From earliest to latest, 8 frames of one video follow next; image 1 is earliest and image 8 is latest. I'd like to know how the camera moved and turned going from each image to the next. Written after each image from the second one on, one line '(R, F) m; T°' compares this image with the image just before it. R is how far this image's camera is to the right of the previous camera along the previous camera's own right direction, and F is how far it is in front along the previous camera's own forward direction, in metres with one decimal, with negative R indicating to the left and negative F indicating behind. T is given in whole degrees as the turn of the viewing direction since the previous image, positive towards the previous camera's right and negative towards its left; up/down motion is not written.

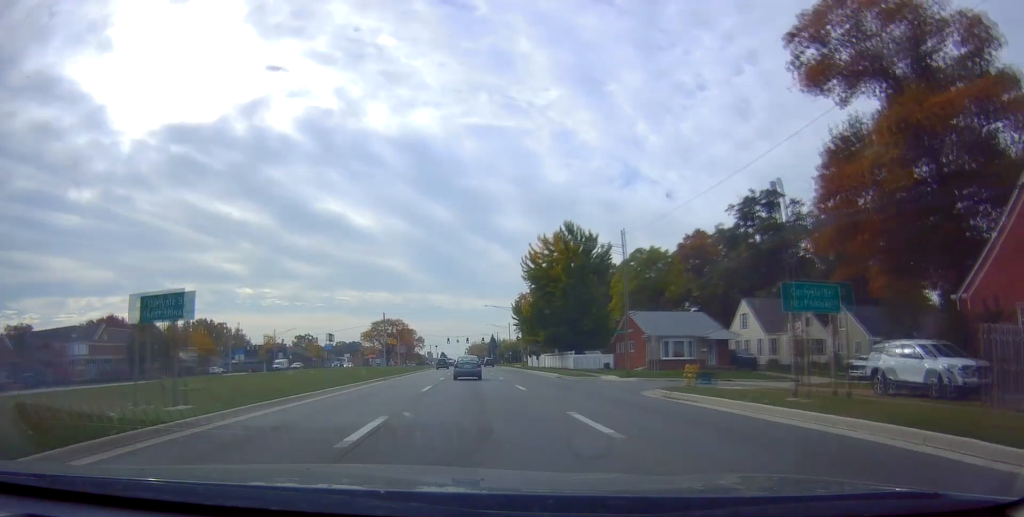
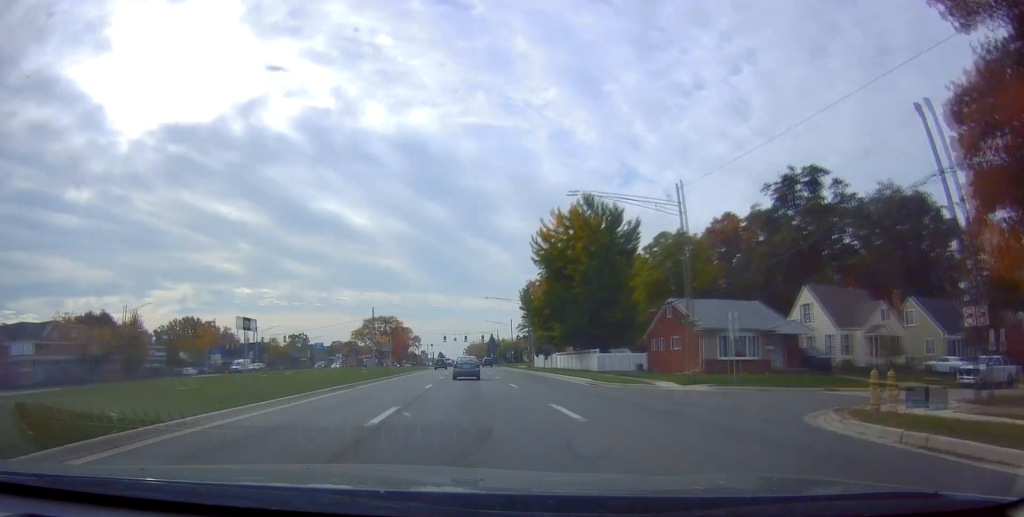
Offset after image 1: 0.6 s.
(-0.3, +12.1) m; 0°
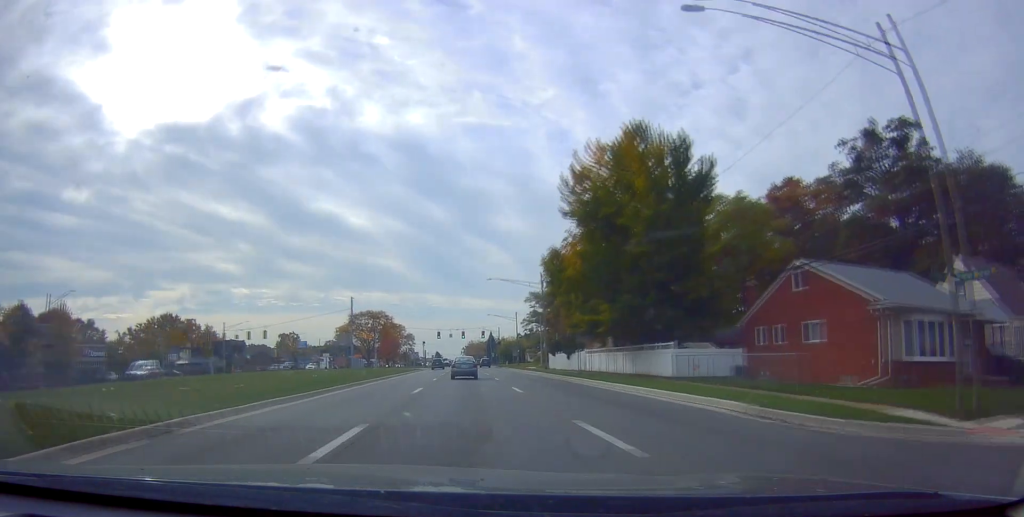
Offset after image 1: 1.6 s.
(+0.7, +18.7) m; +2°
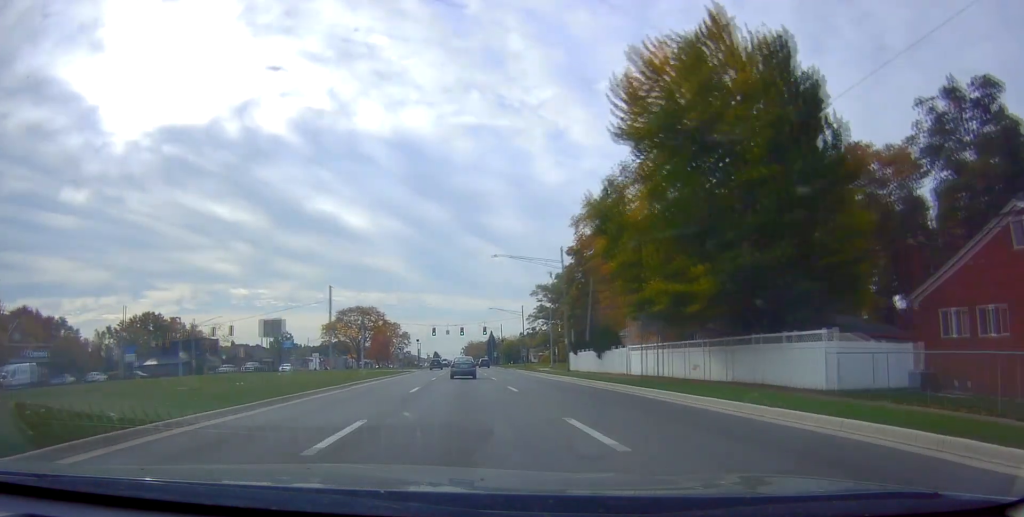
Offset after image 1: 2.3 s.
(0.0, +14.4) m; -1°
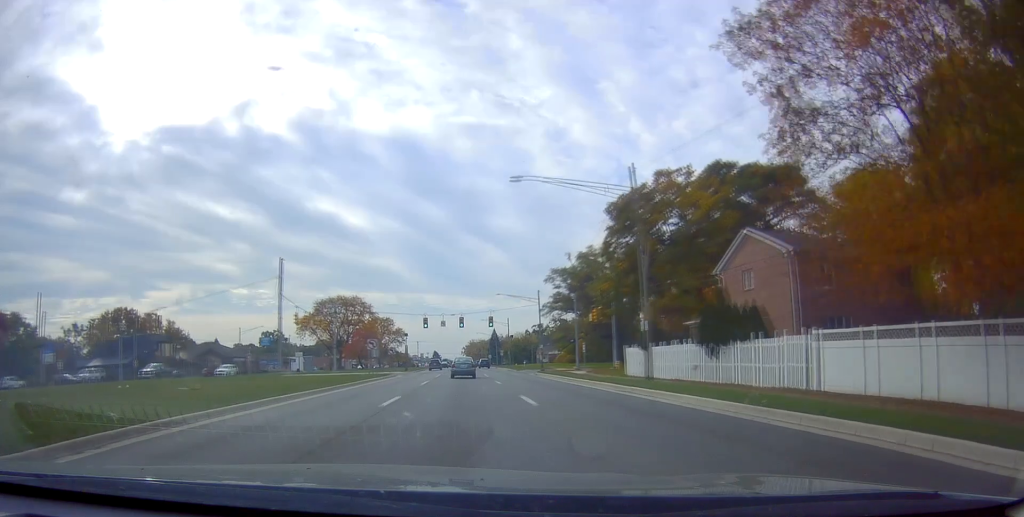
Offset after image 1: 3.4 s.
(-0.4, +21.9) m; 0°
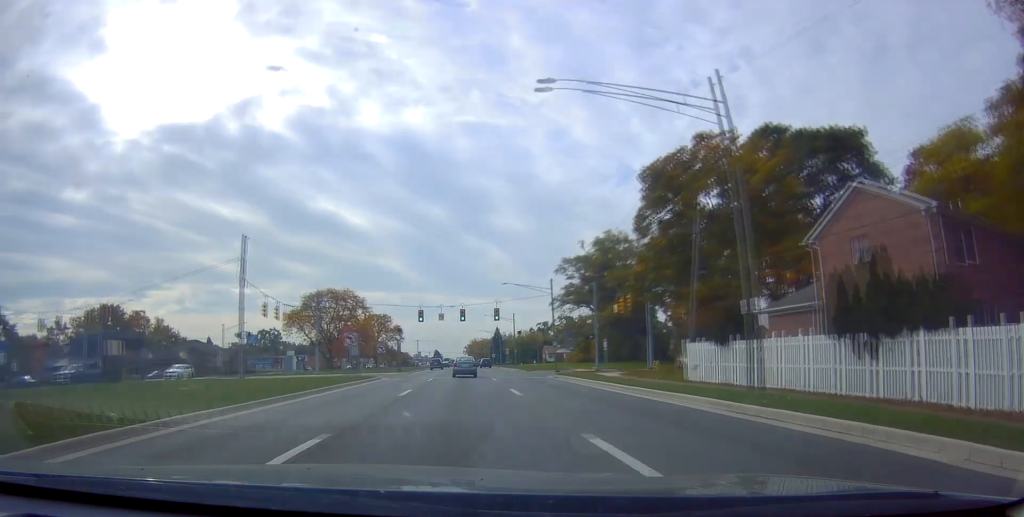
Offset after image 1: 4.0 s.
(+0.2, +10.6) m; -1°
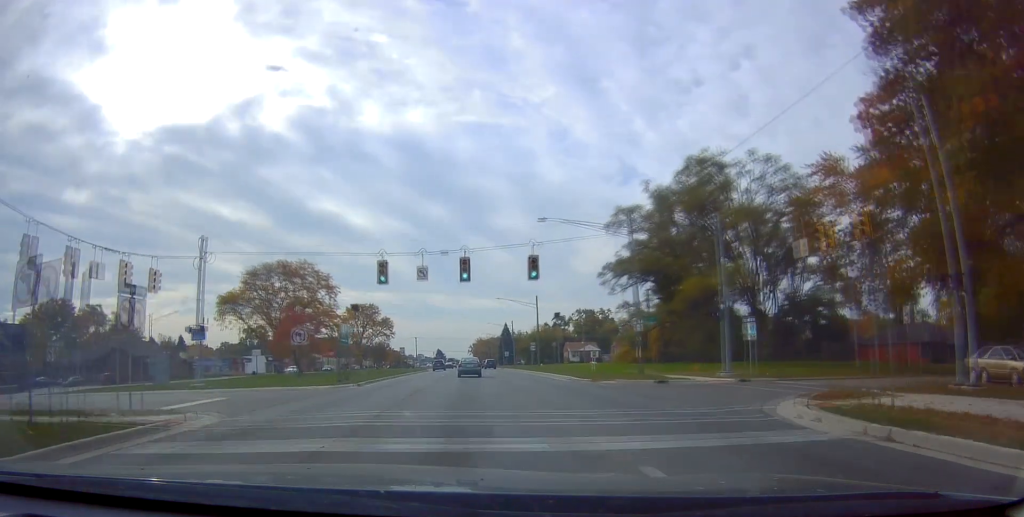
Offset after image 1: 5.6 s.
(-0.8, +32.6) m; -3°
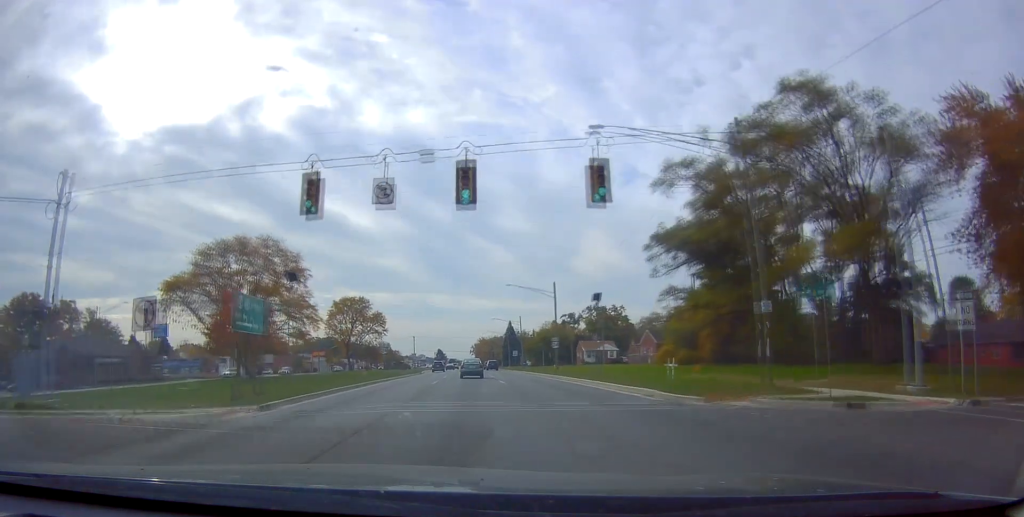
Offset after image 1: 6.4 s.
(-0.1, +16.1) m; +2°
